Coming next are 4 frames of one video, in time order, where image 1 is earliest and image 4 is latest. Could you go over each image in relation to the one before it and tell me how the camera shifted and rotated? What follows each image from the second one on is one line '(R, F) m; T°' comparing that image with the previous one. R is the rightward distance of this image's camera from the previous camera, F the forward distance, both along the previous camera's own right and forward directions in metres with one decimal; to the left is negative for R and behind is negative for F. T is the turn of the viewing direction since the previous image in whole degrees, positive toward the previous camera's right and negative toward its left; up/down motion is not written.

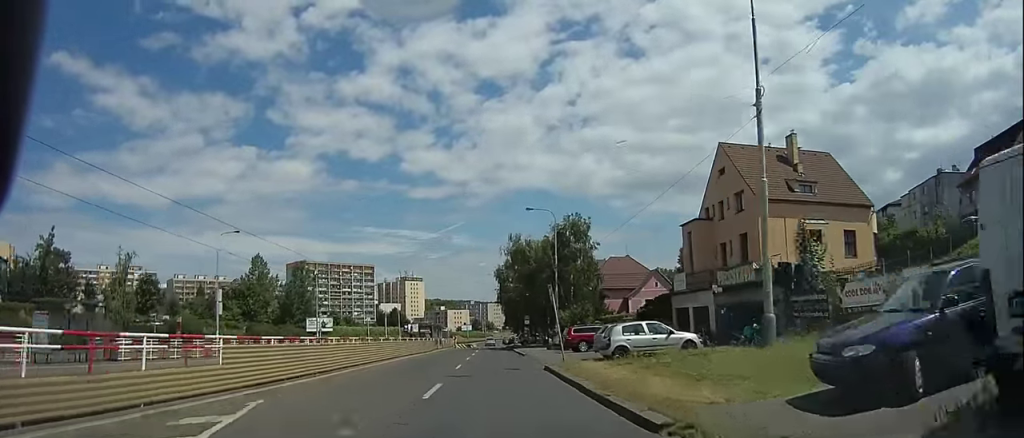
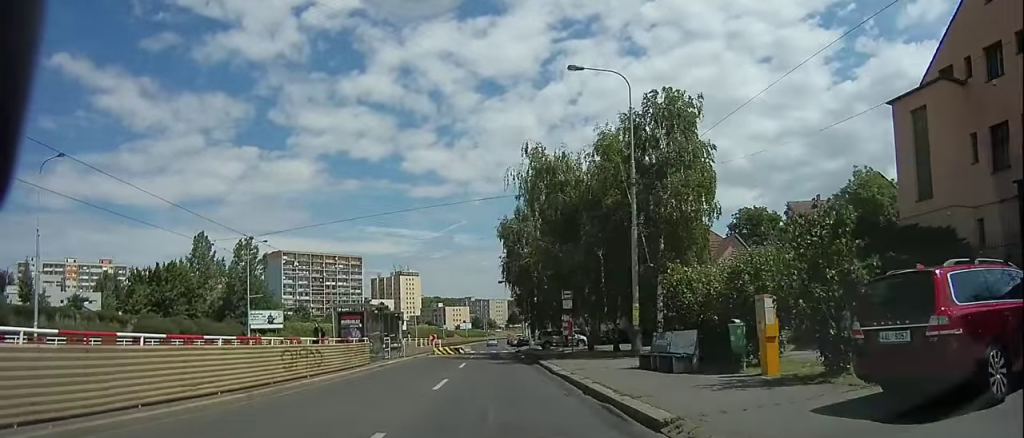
(0.0, +24.5) m; 0°
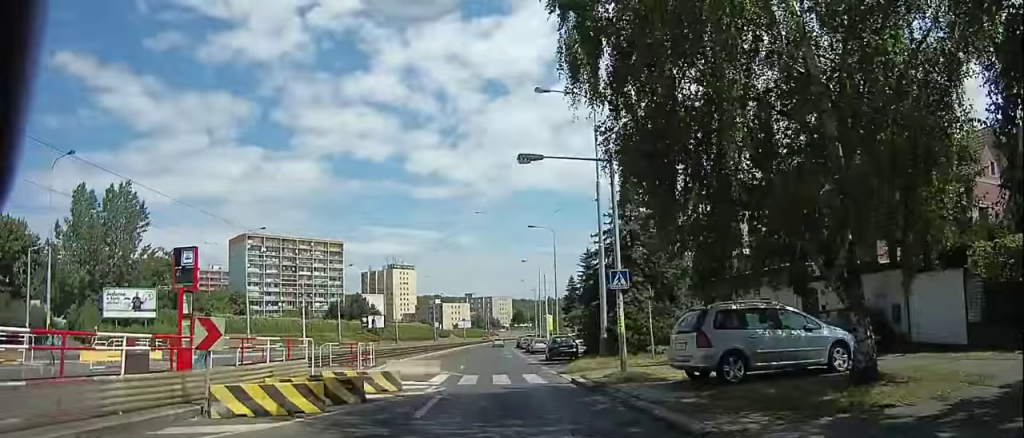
(-1.0, +30.6) m; -2°
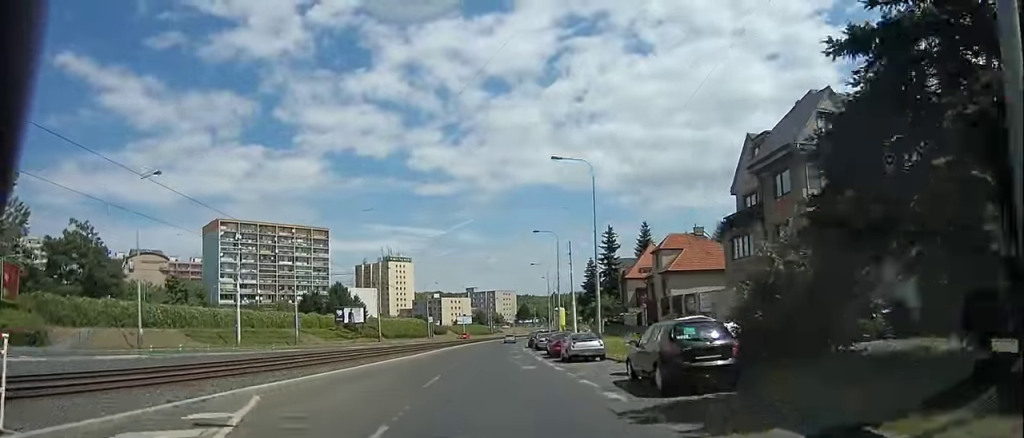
(+0.5, +18.5) m; +1°
